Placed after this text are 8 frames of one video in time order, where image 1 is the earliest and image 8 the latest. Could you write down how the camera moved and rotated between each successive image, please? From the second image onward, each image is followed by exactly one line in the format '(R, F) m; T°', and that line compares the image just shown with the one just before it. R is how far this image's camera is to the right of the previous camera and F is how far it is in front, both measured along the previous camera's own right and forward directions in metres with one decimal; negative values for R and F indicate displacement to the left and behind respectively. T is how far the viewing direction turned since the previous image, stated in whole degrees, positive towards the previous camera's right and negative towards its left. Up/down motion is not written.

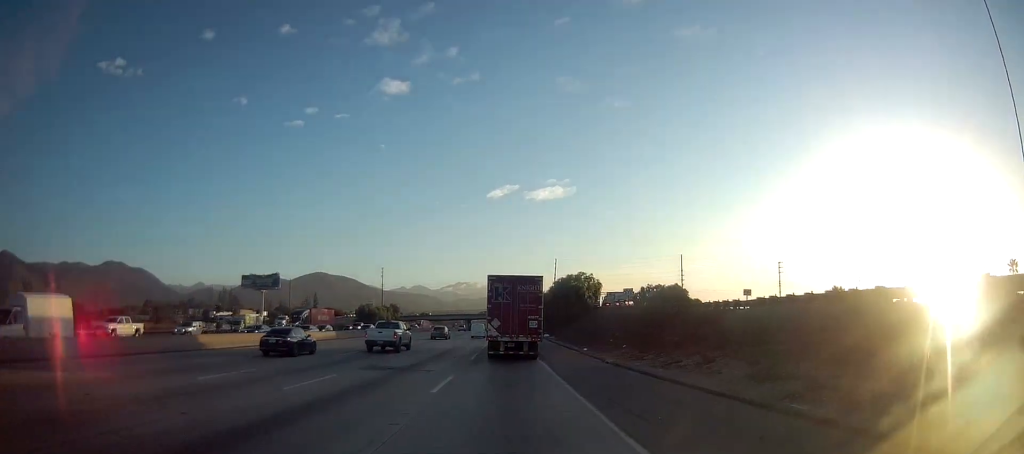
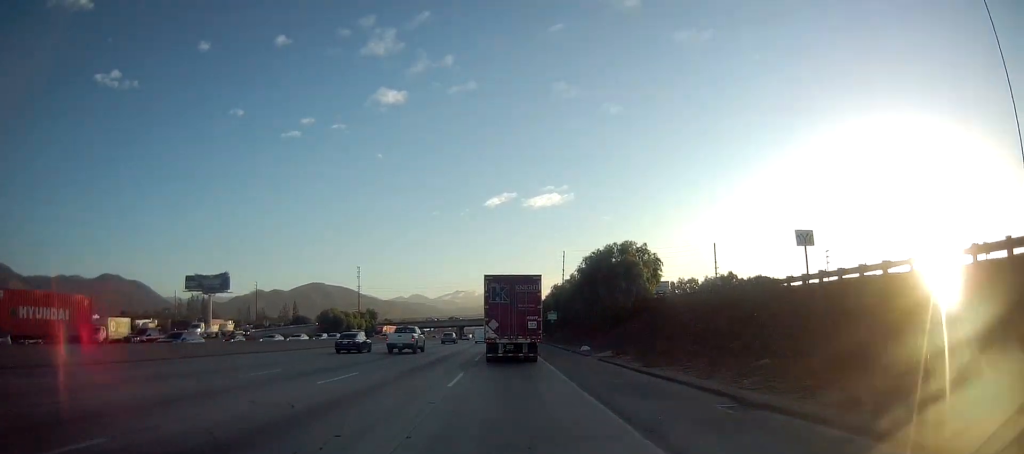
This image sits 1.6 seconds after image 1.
(0.0, +41.6) m; 0°
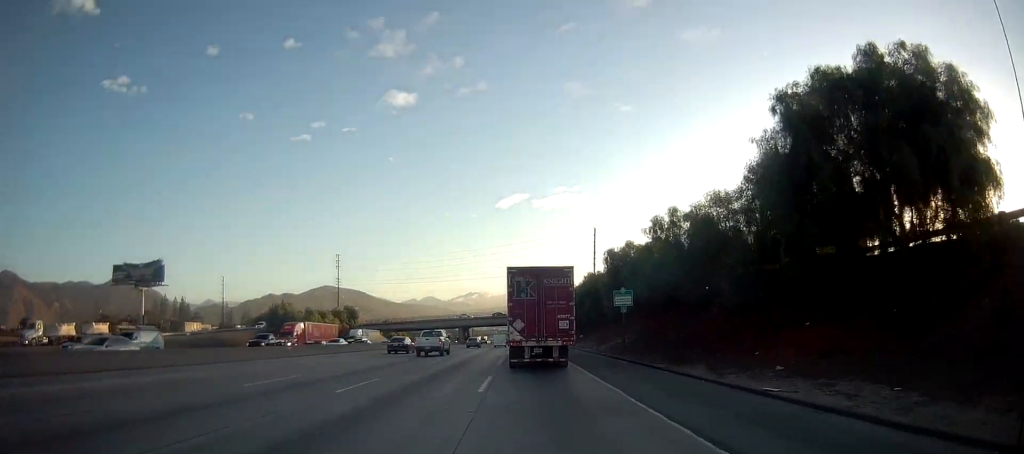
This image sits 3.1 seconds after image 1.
(-0.7, +45.8) m; -1°
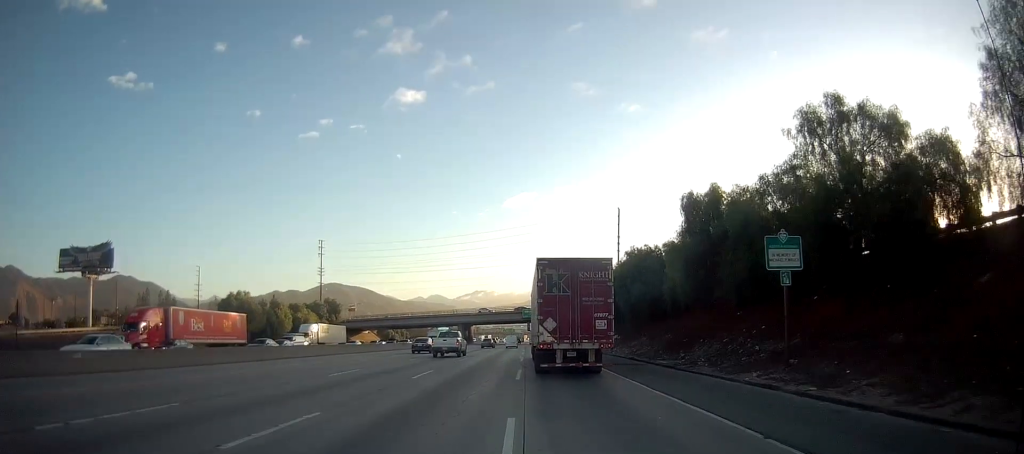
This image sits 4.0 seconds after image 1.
(-0.1, +24.6) m; 0°
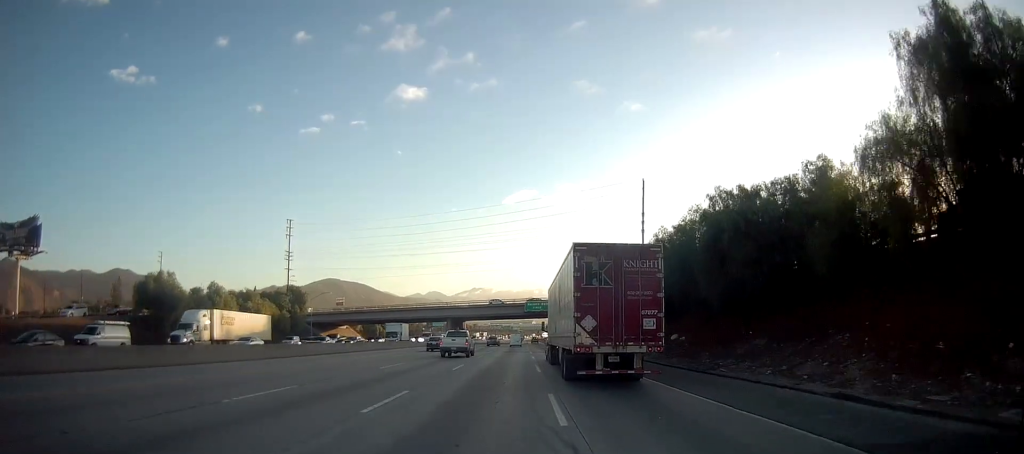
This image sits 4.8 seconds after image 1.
(+0.1, +24.7) m; 0°
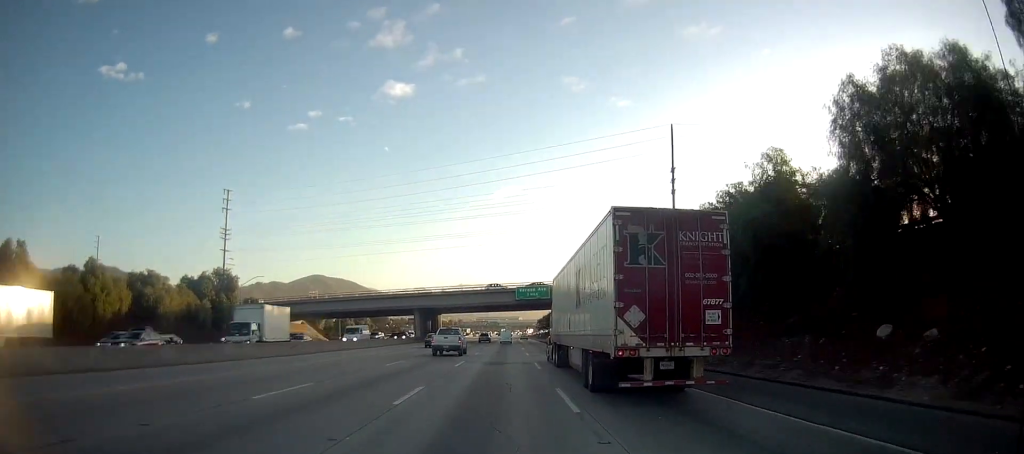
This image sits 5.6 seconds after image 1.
(-0.1, +27.9) m; +1°
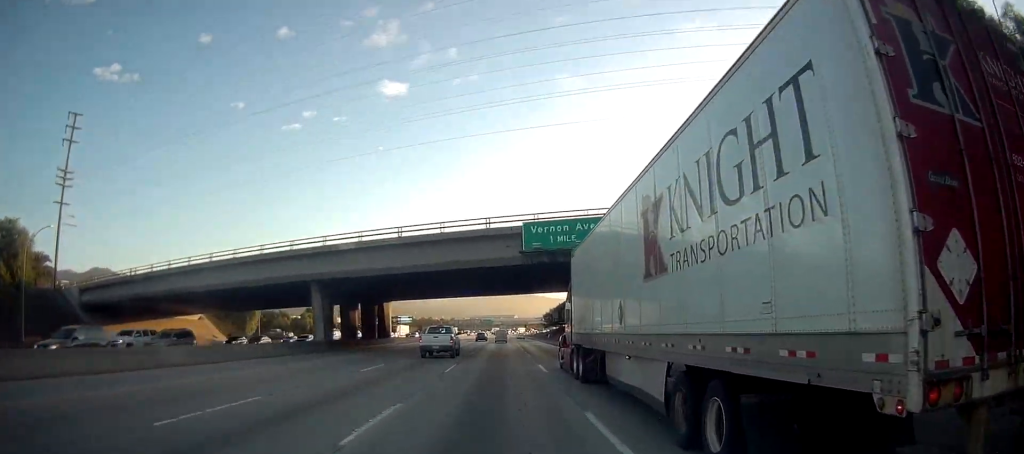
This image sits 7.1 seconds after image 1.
(+0.9, +48.7) m; +1°
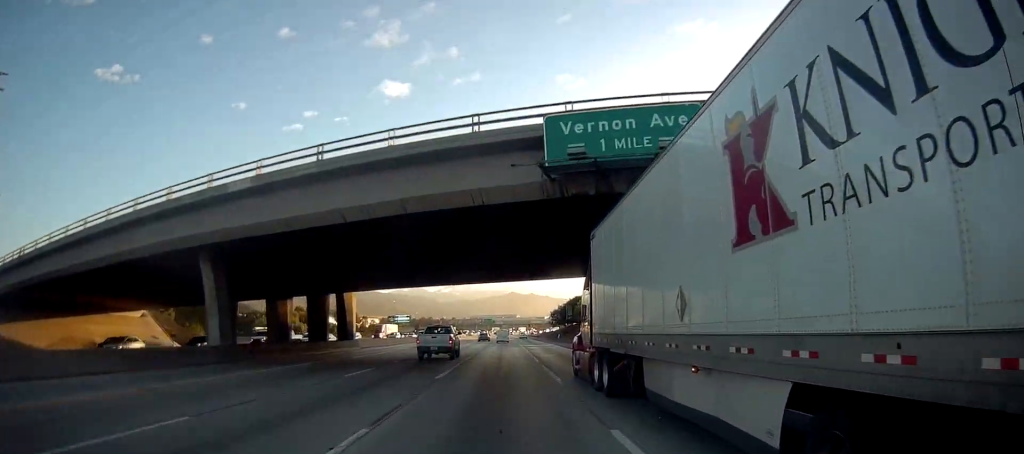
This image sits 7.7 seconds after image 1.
(+0.1, +17.8) m; 0°
